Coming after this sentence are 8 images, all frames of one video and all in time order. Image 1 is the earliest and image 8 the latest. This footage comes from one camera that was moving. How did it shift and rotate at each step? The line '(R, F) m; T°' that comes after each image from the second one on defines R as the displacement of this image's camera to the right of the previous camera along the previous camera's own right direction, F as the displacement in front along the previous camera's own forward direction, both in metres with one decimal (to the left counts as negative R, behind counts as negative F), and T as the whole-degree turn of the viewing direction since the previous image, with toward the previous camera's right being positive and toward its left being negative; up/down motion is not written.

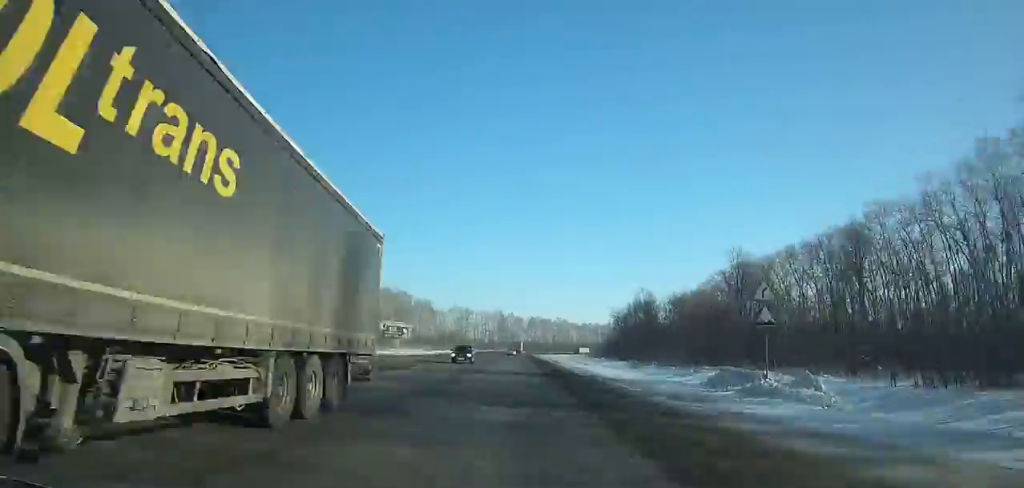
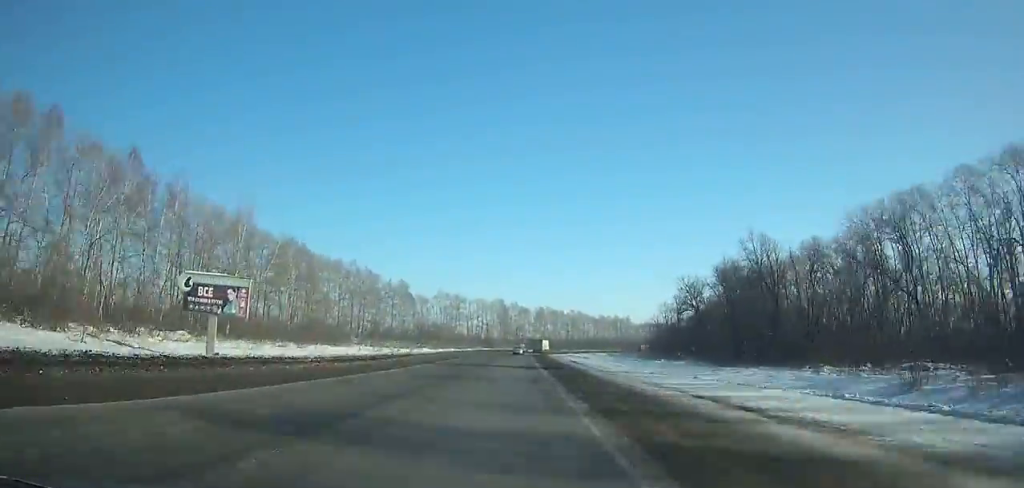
(-0.2, +71.0) m; 0°
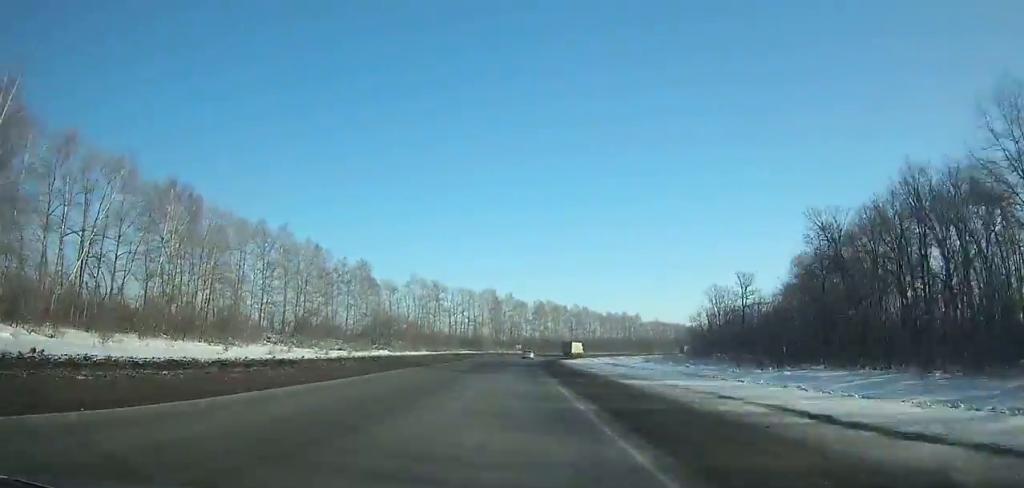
(+0.3, +51.4) m; +2°
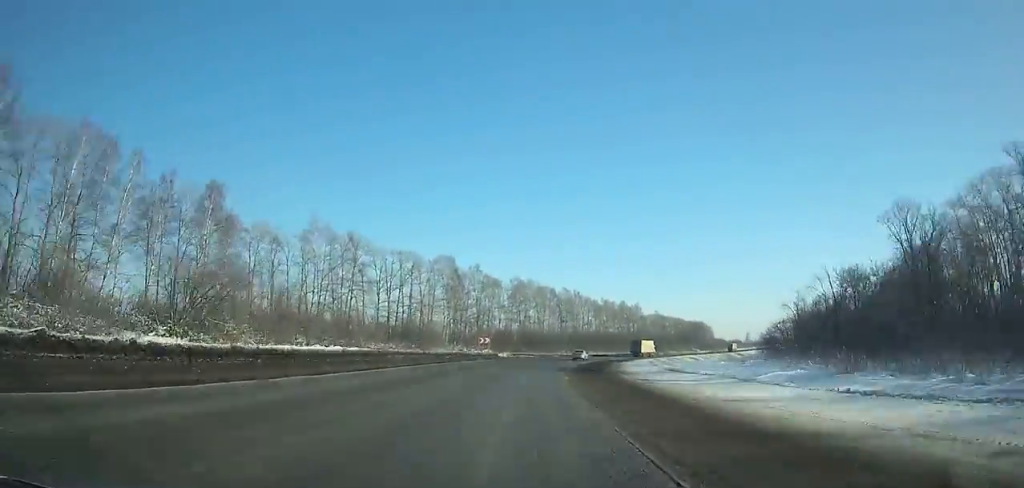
(+2.3, +75.2) m; +7°
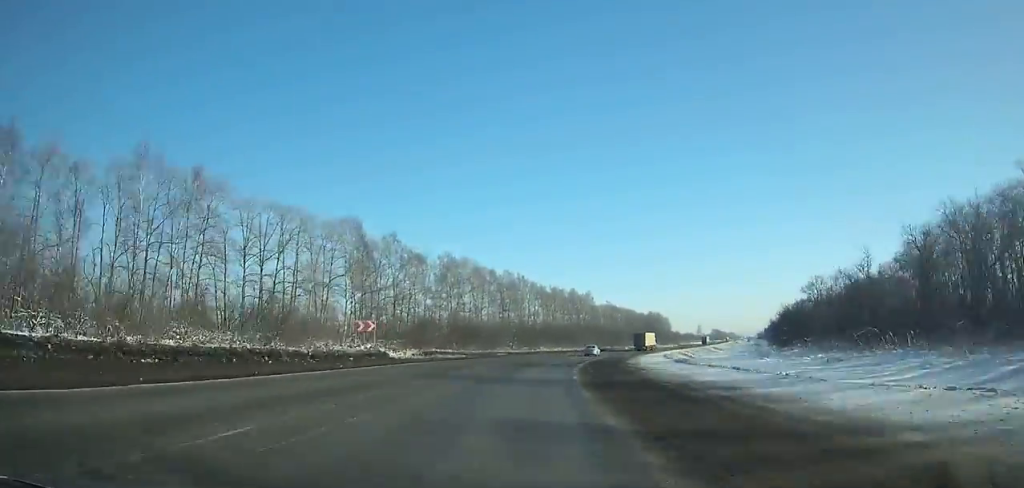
(-0.4, +39.3) m; +5°
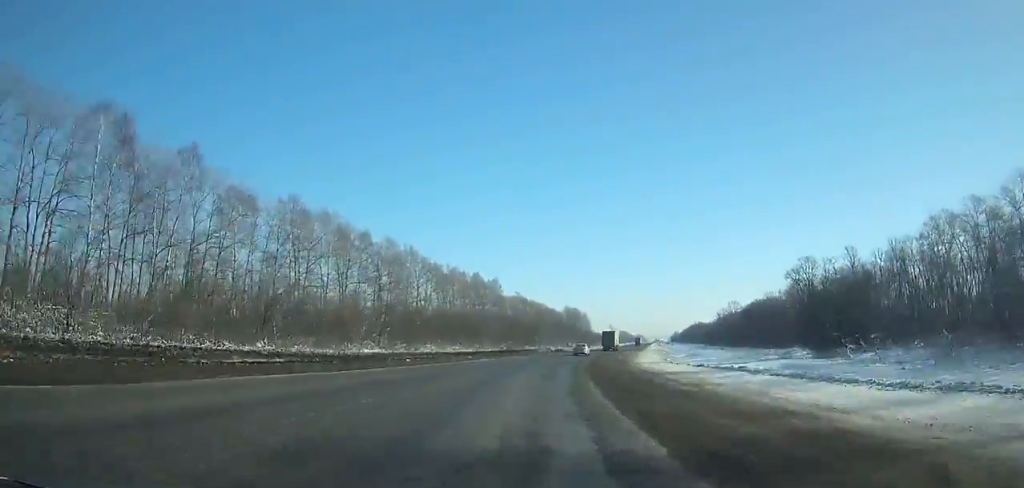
(+5.4, +49.9) m; +9°
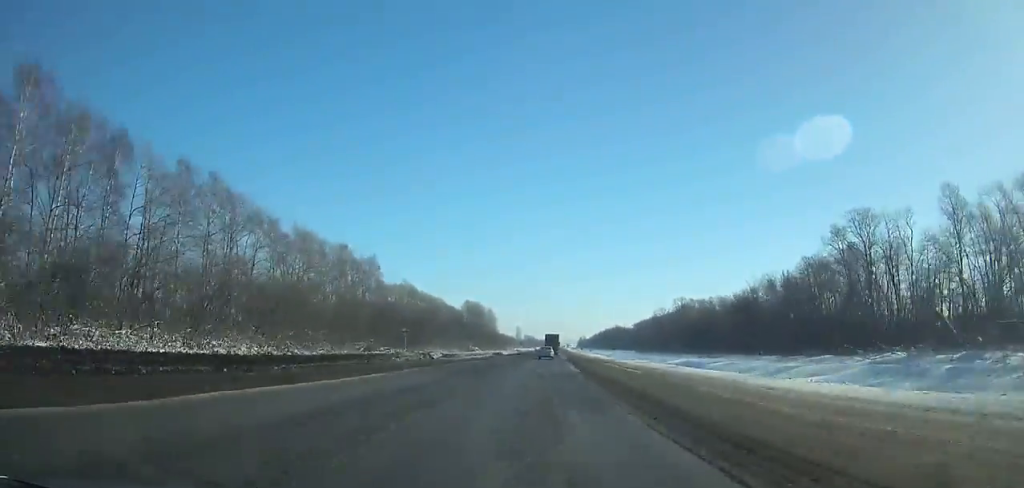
(+5.2, +58.1) m; +6°
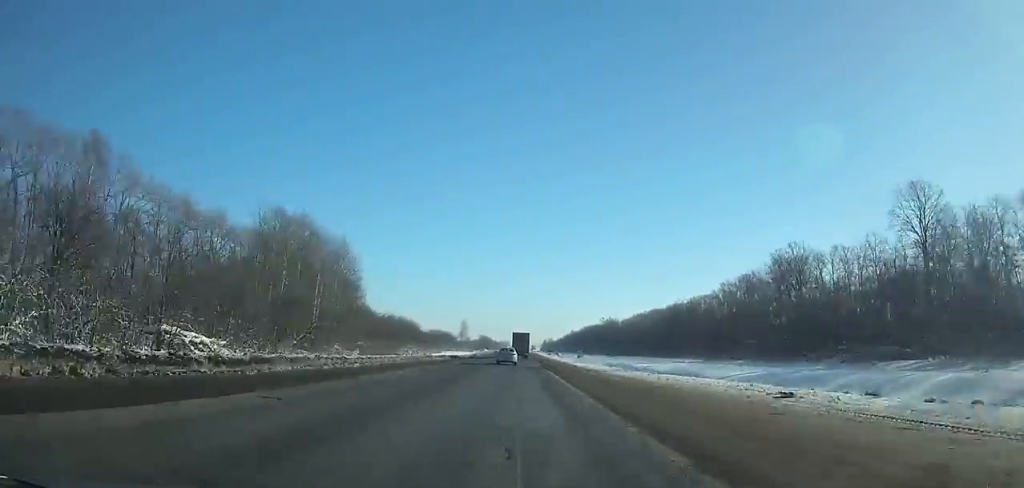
(+6.9, +148.3) m; +3°
